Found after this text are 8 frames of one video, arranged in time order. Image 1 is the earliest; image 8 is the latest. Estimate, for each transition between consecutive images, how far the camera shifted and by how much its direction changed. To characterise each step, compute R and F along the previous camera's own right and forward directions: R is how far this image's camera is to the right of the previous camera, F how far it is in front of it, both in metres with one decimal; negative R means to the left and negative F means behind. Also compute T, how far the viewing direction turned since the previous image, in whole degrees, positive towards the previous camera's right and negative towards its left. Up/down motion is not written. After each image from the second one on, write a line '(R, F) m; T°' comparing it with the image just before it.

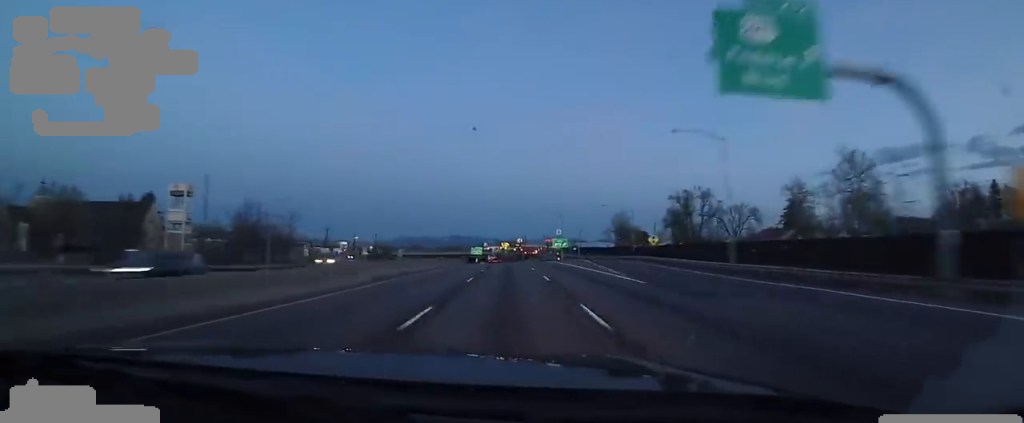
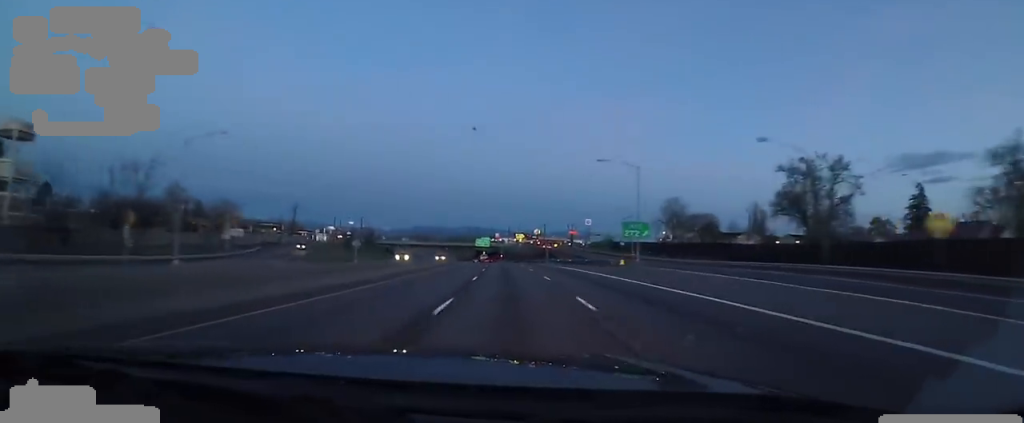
(+1.1, +46.1) m; +2°
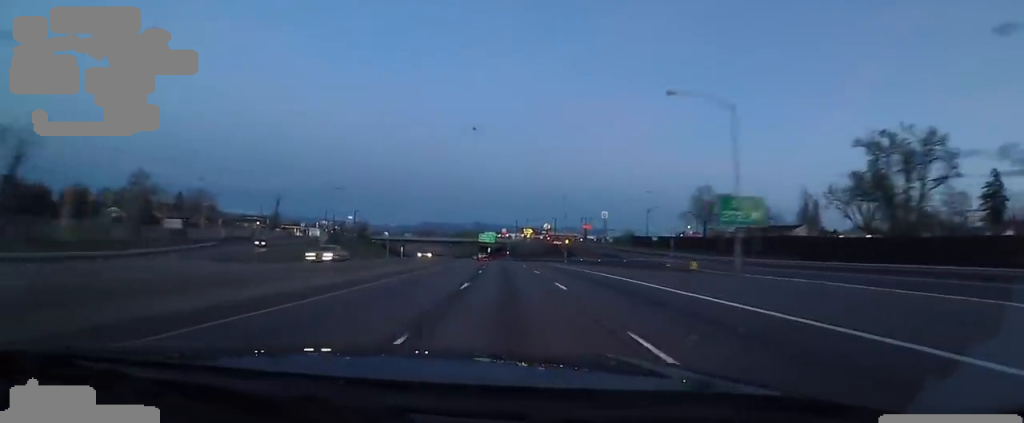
(-0.4, +17.7) m; -3°
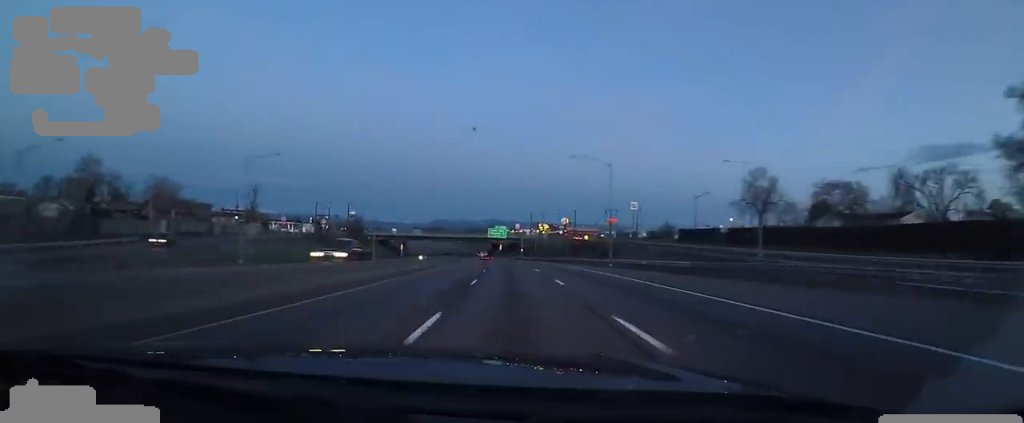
(-0.7, +21.7) m; -2°
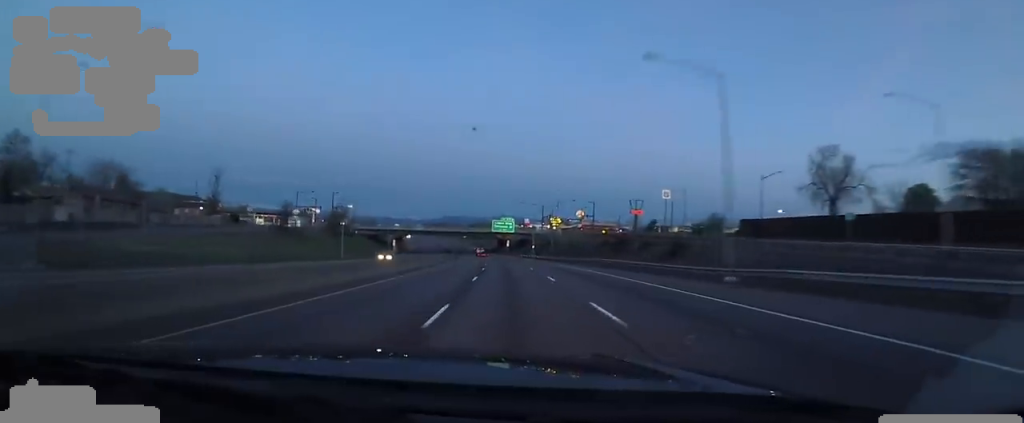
(-0.6, +22.0) m; 0°
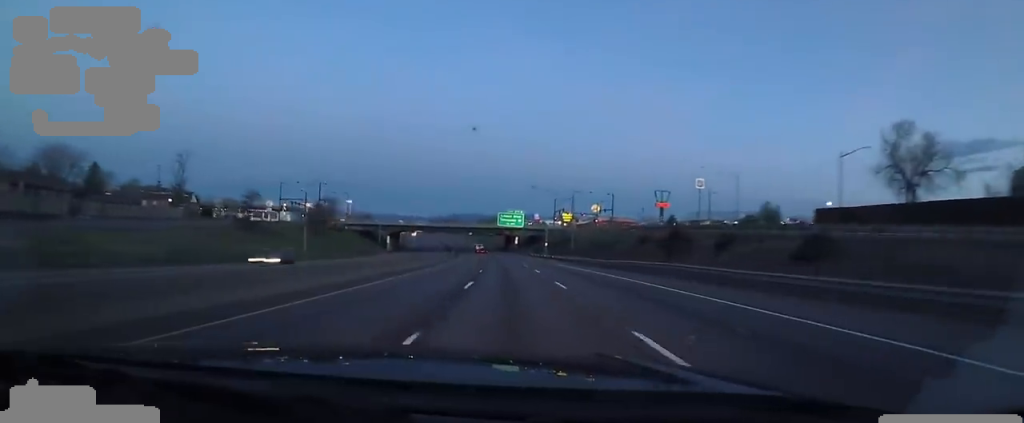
(+0.9, +16.5) m; 0°
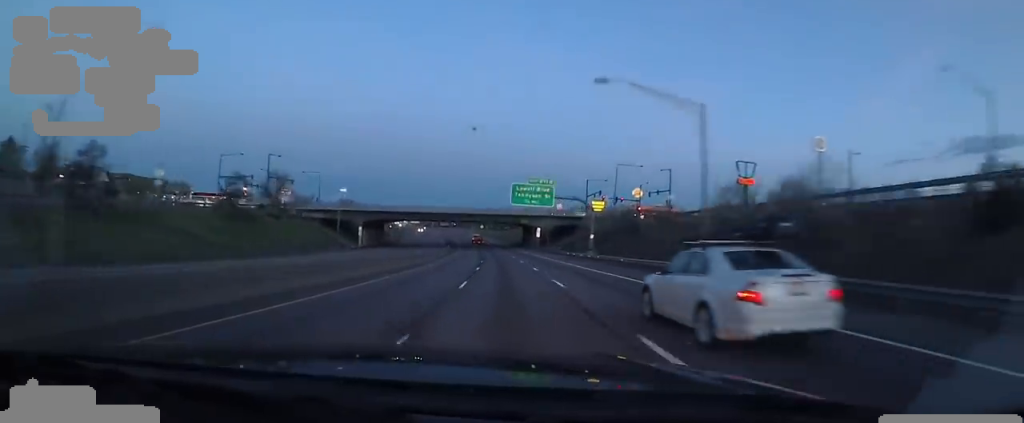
(-1.4, +37.3) m; -6°
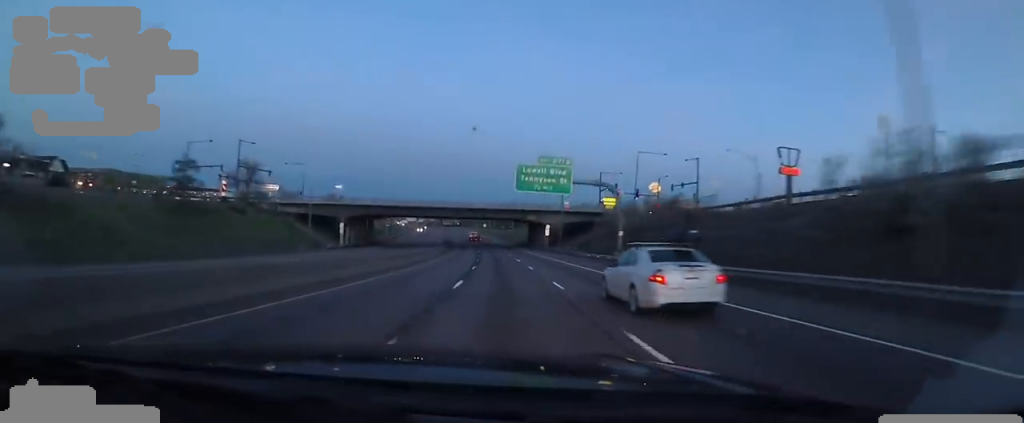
(-0.6, +12.8) m; 0°
